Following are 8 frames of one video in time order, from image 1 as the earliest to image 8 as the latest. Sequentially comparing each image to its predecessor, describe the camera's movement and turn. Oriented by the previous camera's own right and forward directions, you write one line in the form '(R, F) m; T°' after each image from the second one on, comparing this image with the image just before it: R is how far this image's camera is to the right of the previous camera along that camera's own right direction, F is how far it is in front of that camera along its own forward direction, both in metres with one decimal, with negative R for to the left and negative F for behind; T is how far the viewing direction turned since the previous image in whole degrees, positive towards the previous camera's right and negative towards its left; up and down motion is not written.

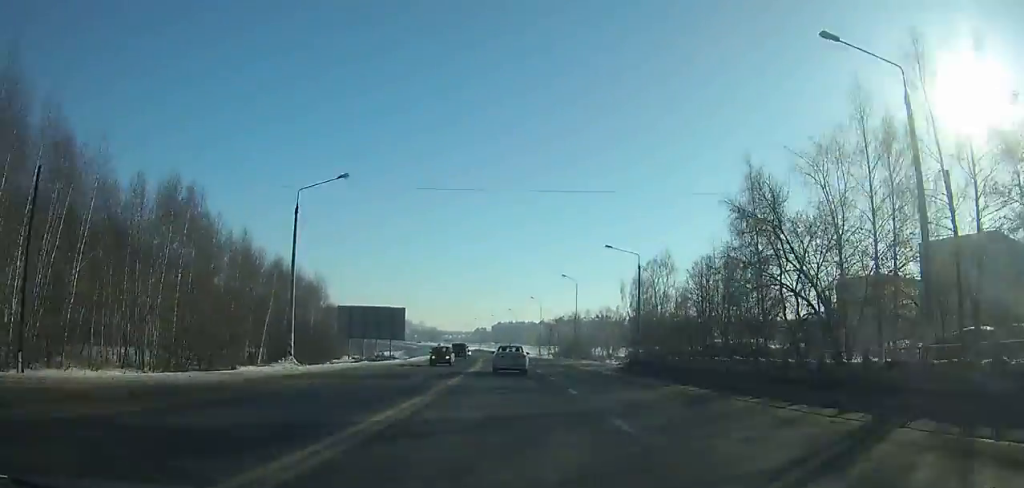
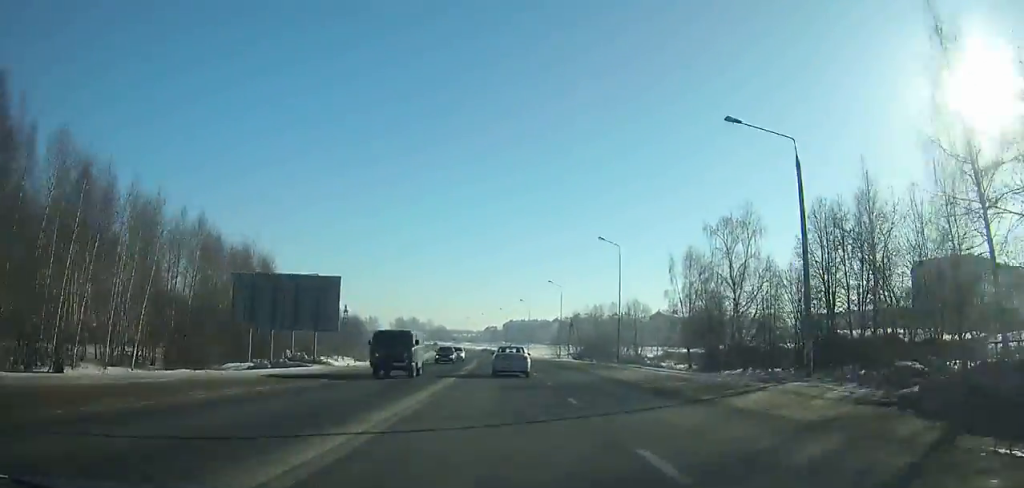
(+0.2, +27.8) m; -1°
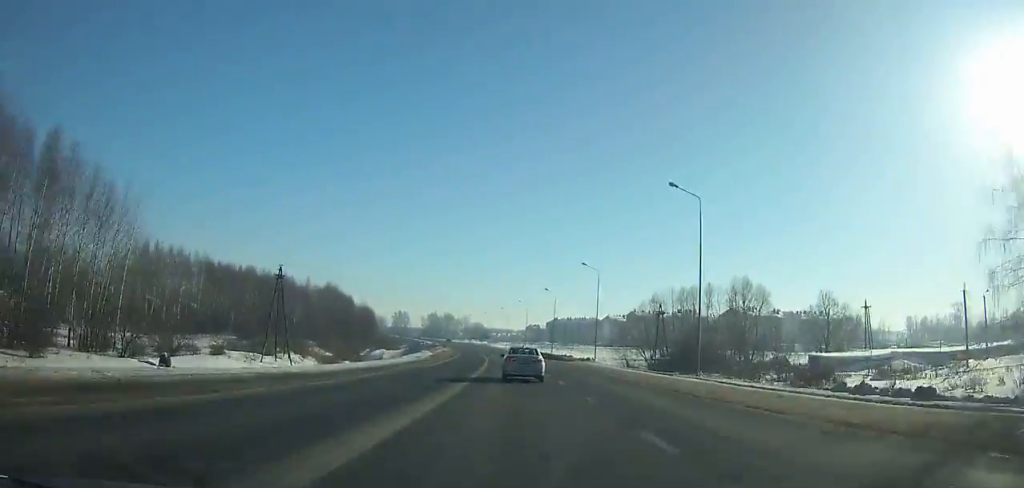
(-1.7, +54.7) m; -3°
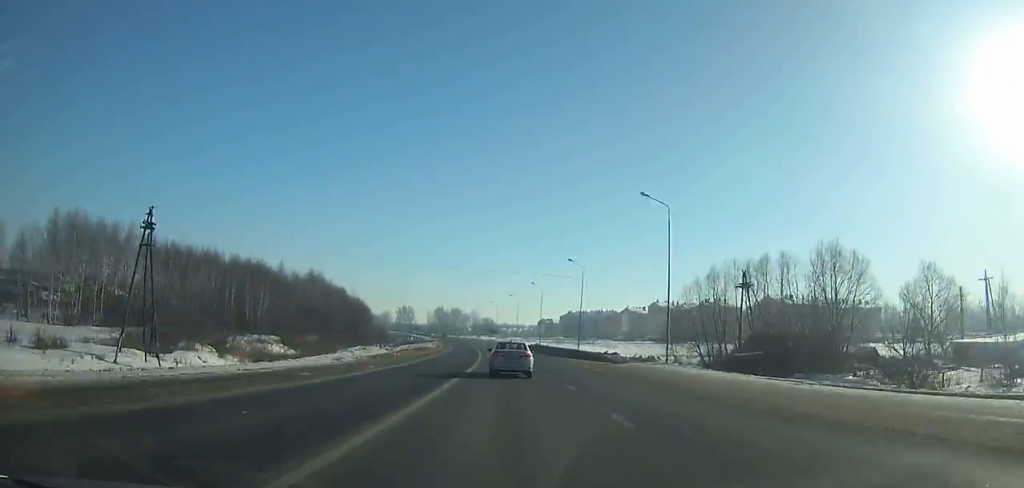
(-0.7, +30.4) m; -2°
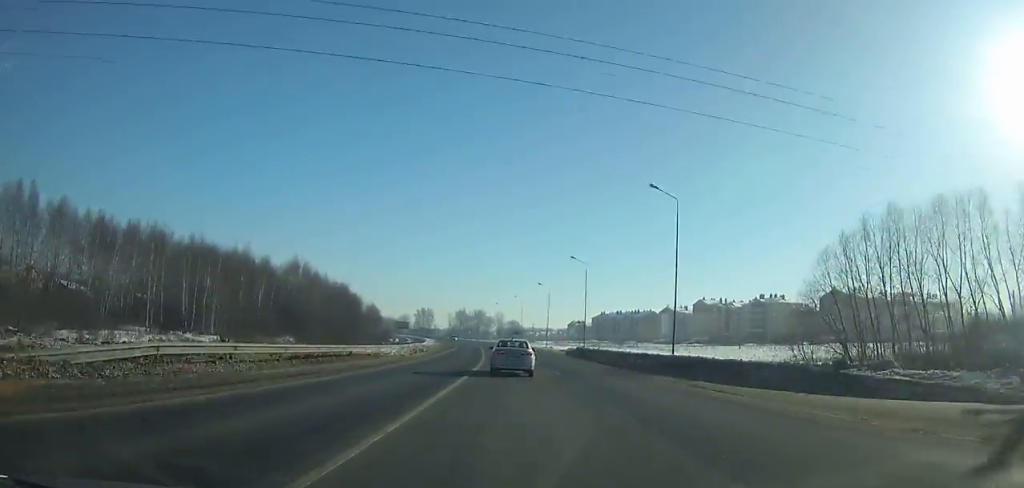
(-0.1, +36.5) m; -2°
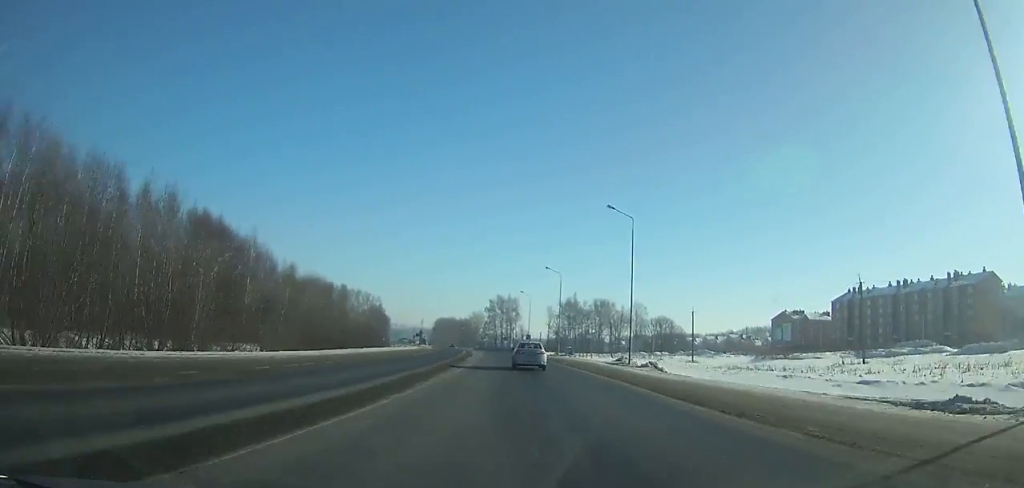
(-21.5, +208.5) m; -11°
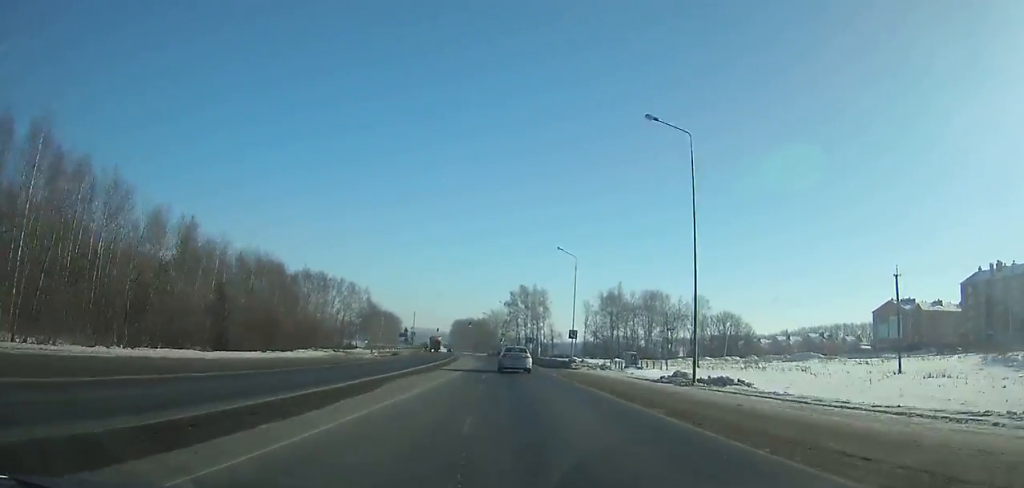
(-1.3, +48.9) m; -3°
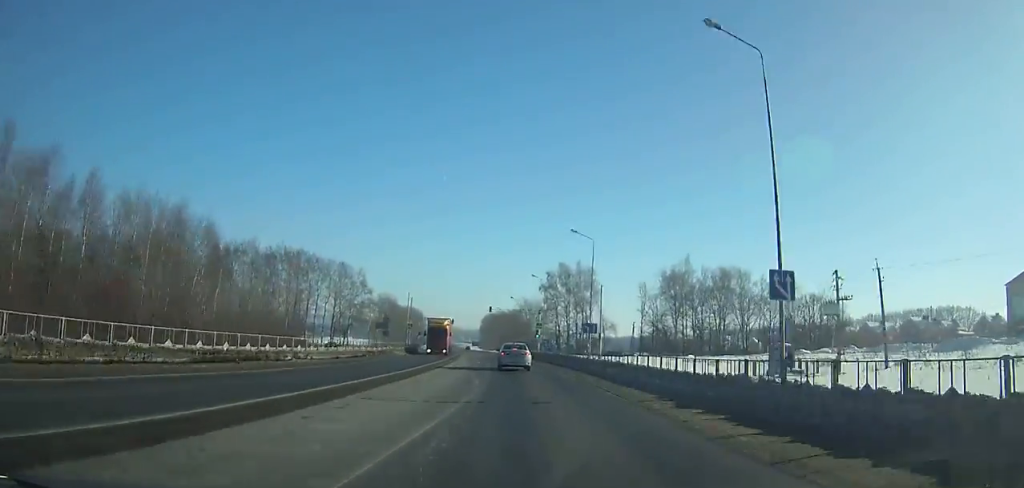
(-0.7, +34.0) m; -2°
